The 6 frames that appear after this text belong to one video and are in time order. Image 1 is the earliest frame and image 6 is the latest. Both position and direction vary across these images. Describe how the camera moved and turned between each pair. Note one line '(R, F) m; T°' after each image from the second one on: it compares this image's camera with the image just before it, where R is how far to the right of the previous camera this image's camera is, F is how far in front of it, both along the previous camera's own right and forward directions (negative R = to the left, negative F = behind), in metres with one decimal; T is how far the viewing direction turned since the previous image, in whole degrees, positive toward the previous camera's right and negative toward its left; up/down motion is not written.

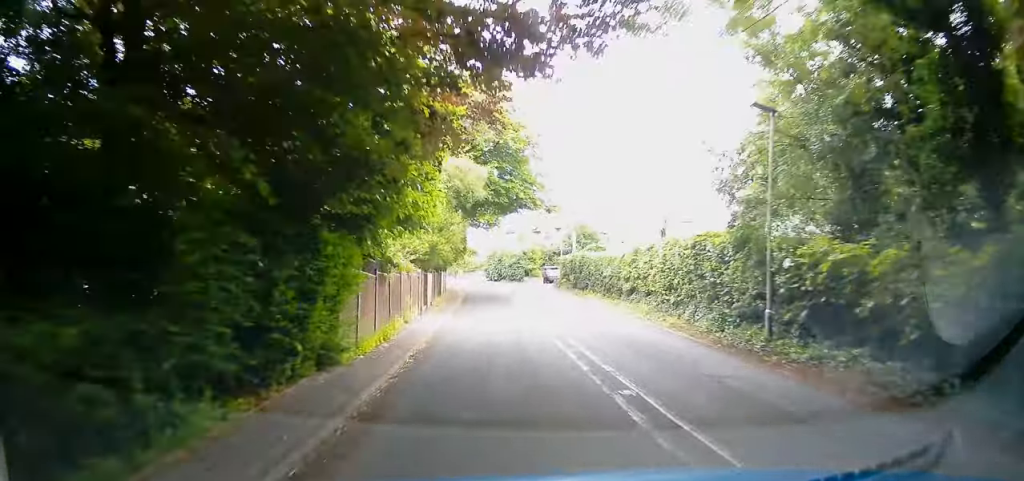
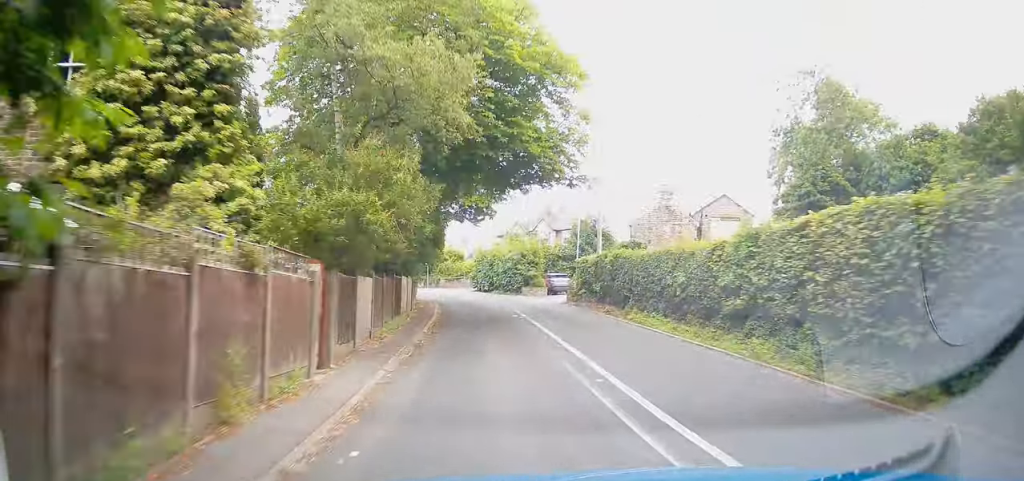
(+0.1, +11.9) m; 0°
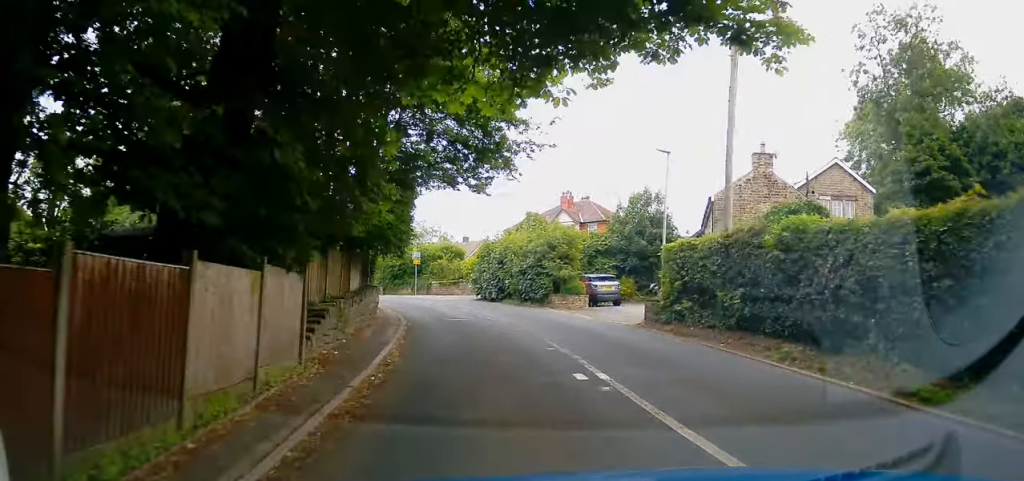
(-0.3, +14.4) m; 0°
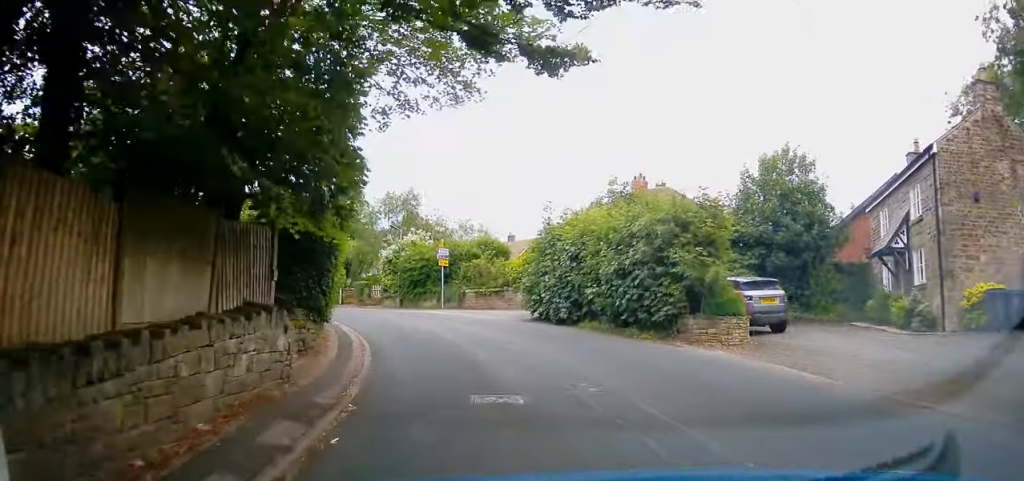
(+0.2, +12.9) m; -3°
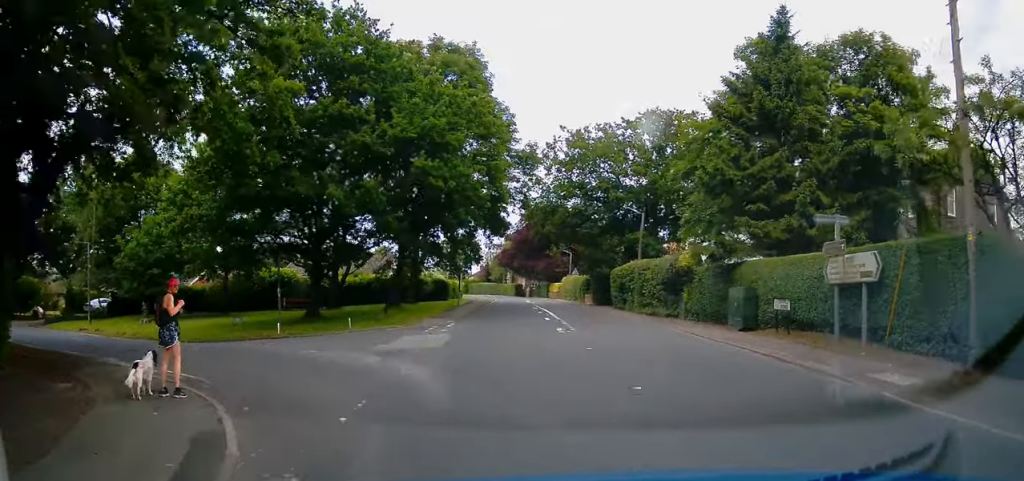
(-12.2, +34.9) m; -41°
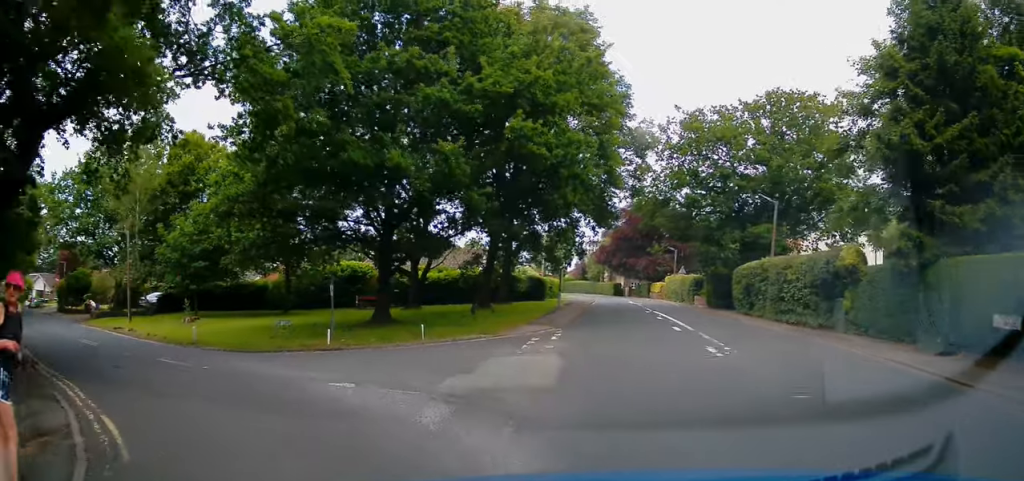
(-0.1, +5.2) m; -10°
